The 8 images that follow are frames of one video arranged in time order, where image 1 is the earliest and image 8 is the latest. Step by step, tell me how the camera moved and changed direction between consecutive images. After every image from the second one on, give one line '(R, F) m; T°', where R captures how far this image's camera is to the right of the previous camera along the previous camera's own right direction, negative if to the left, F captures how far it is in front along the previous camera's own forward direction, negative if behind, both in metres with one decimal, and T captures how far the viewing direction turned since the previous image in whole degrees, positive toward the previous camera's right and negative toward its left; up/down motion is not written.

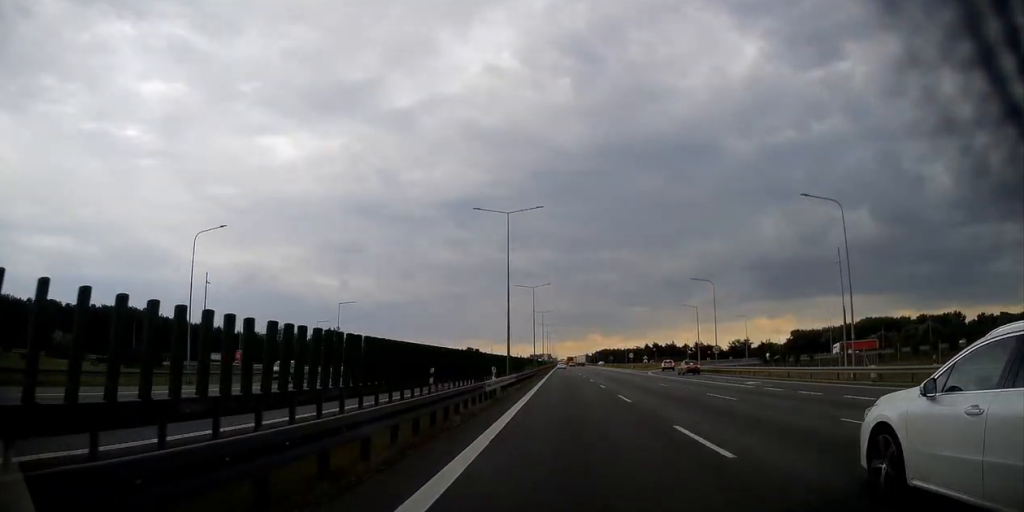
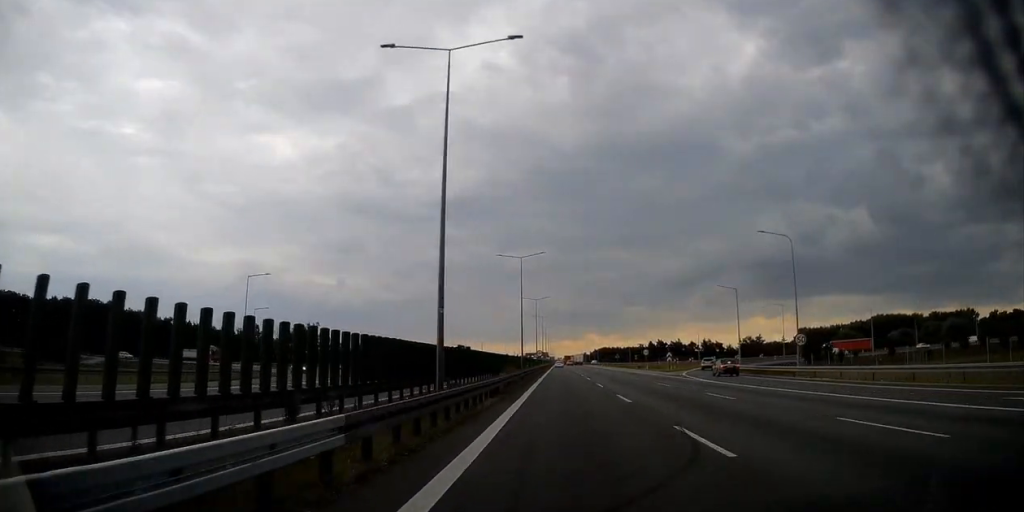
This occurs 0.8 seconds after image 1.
(+0.3, +24.1) m; 0°
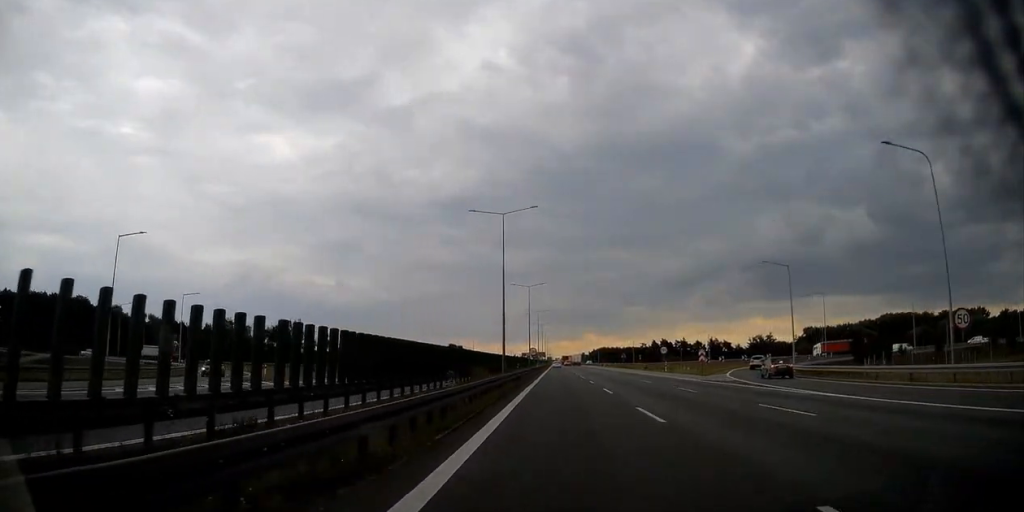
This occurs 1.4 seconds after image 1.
(-0.1, +18.9) m; 0°
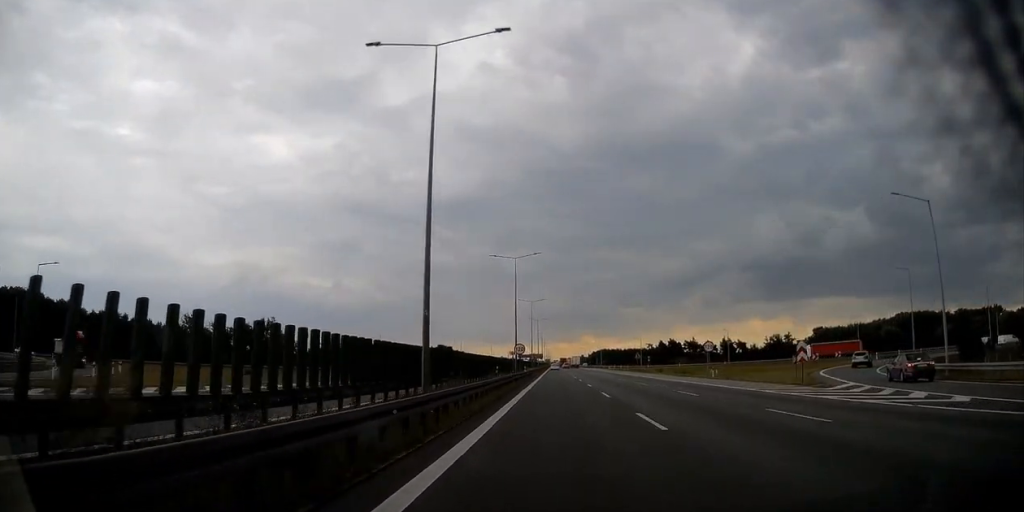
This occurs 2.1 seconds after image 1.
(-0.2, +24.3) m; 0°
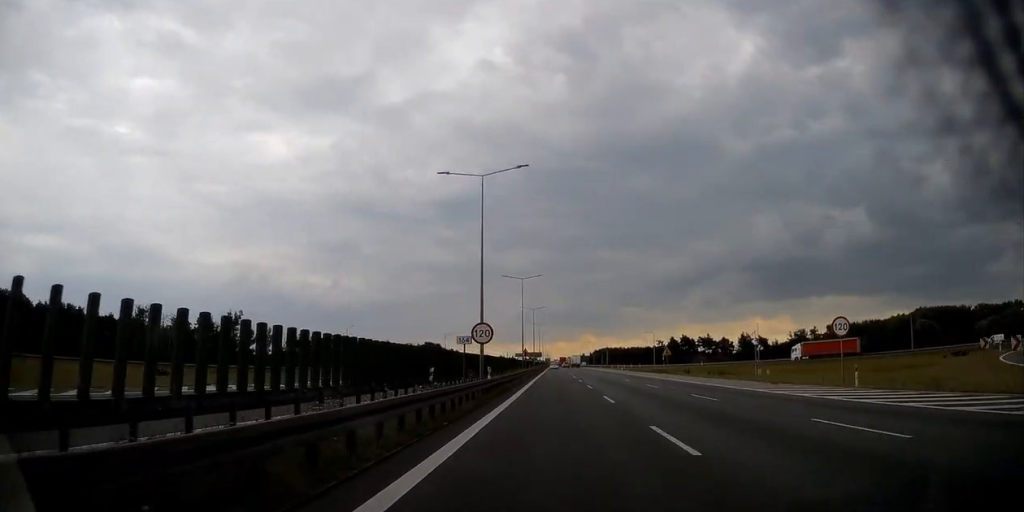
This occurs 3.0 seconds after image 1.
(+0.3, +27.6) m; +1°
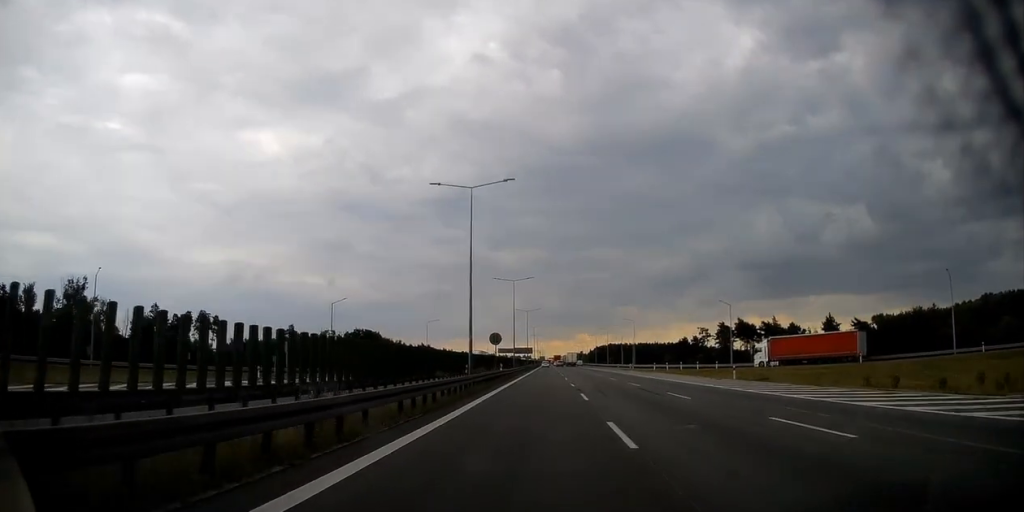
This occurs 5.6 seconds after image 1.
(0.0, +84.2) m; 0°
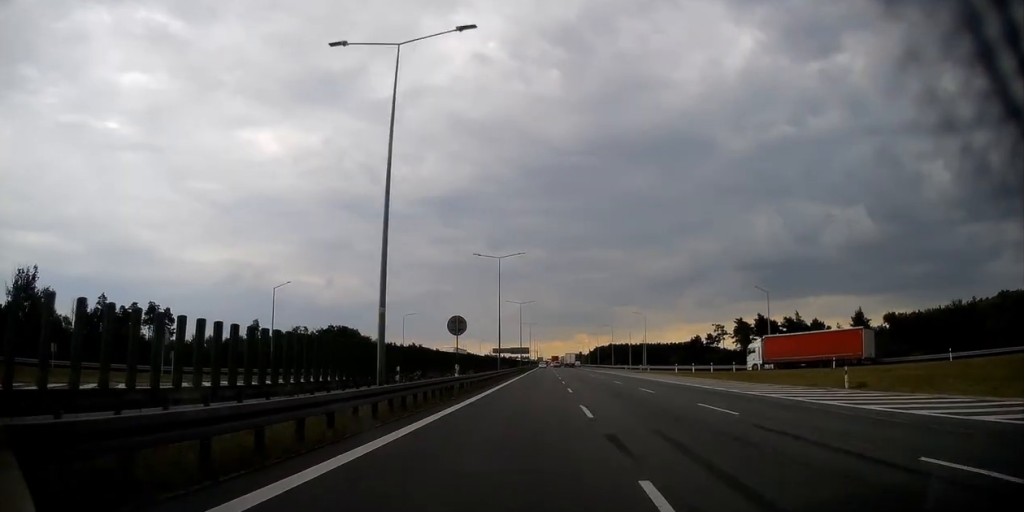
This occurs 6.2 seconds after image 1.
(0.0, +18.5) m; 0°
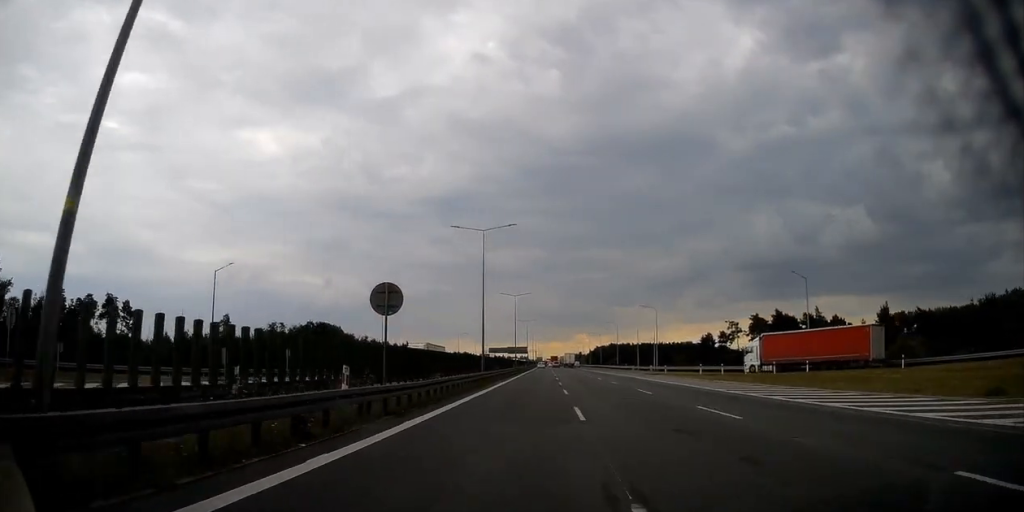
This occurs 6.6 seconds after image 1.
(-0.1, +13.0) m; 0°
